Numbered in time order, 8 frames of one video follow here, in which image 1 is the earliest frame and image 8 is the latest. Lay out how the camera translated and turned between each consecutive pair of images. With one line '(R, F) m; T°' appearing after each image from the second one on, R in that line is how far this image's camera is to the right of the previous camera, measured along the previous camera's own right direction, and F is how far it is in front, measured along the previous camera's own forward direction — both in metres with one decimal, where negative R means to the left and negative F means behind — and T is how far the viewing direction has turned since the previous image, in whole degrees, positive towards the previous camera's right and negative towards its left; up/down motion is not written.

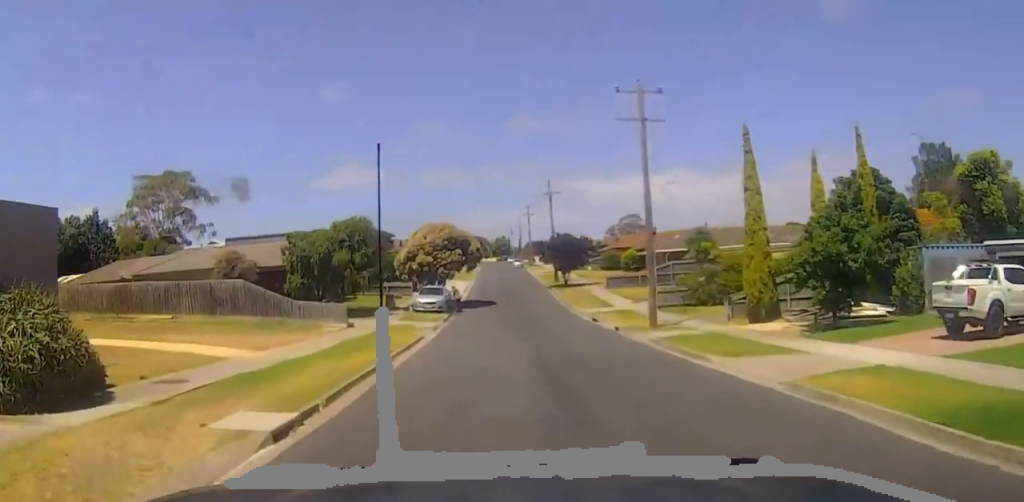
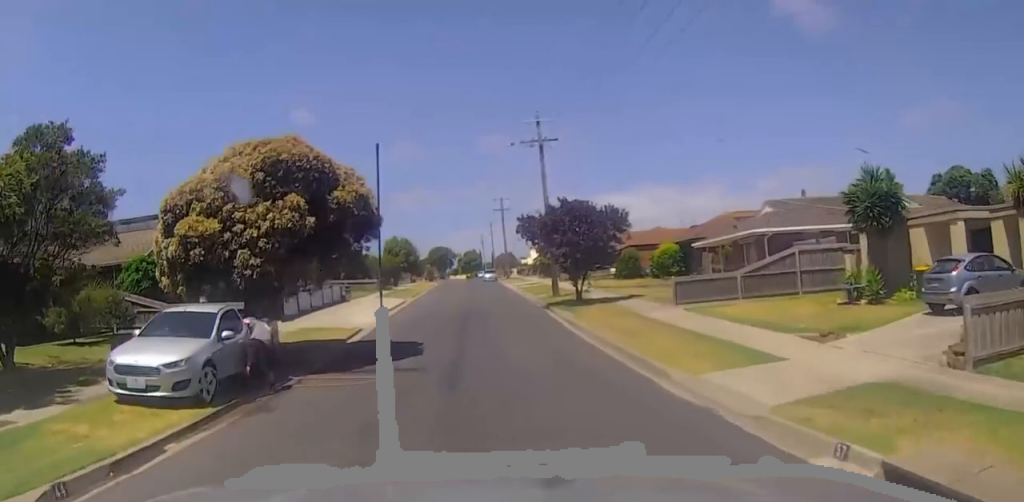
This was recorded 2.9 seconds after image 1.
(+3.5, +28.2) m; +10°
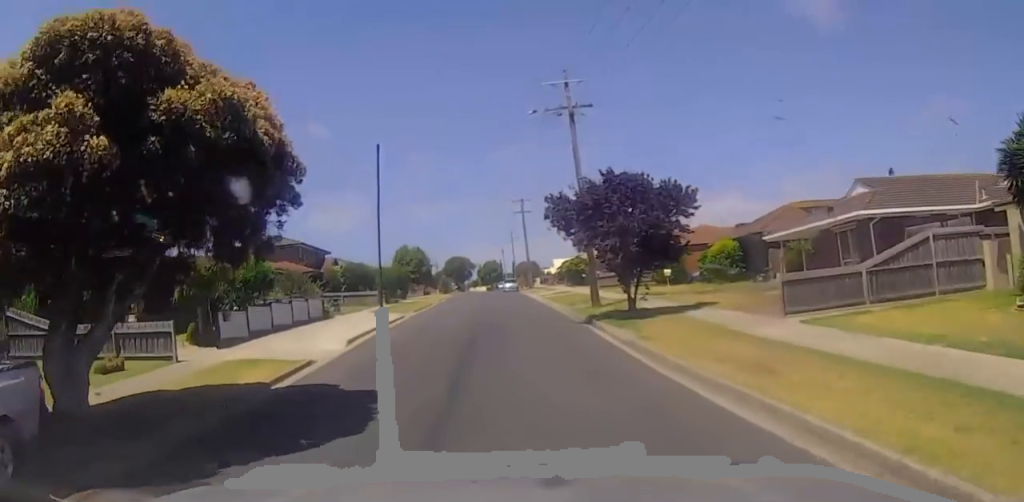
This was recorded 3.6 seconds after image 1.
(0.0, +8.4) m; 0°
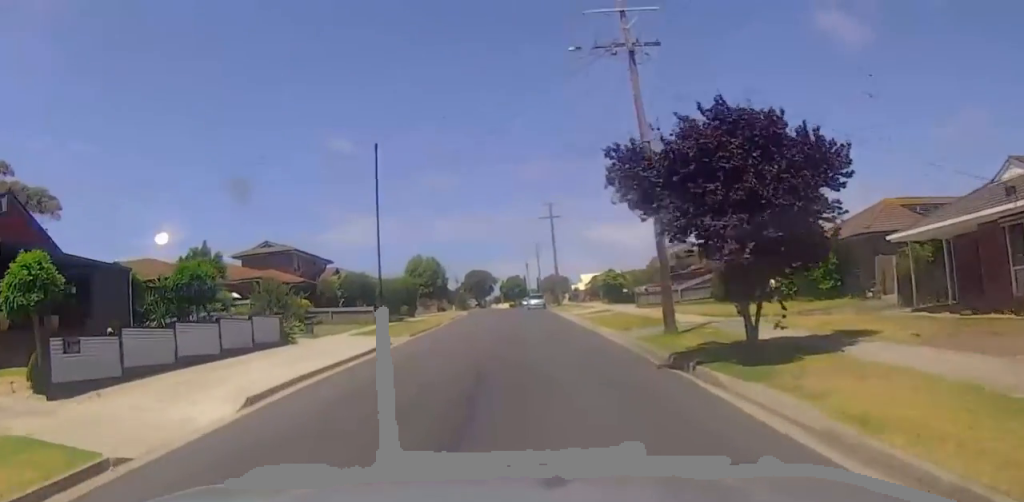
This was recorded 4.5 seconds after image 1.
(0.0, +10.0) m; -6°
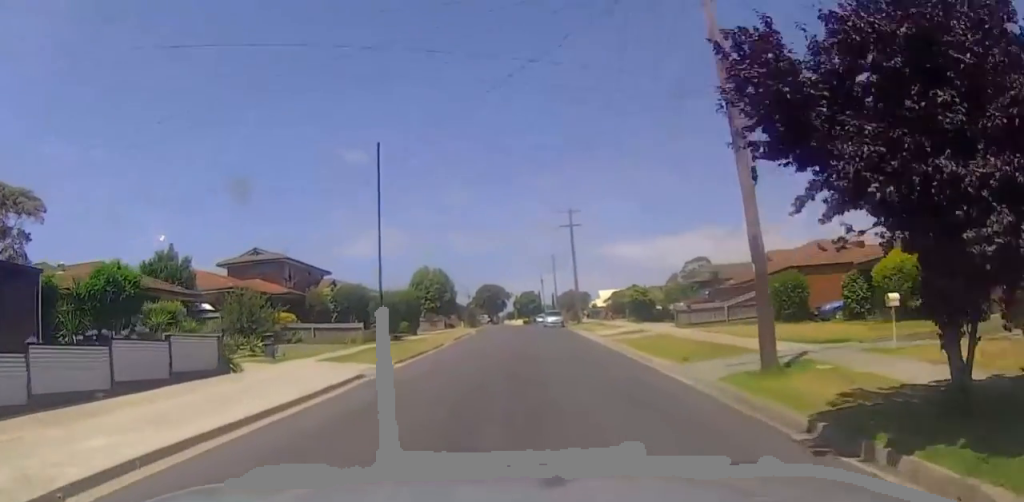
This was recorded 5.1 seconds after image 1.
(-0.6, +6.6) m; -1°
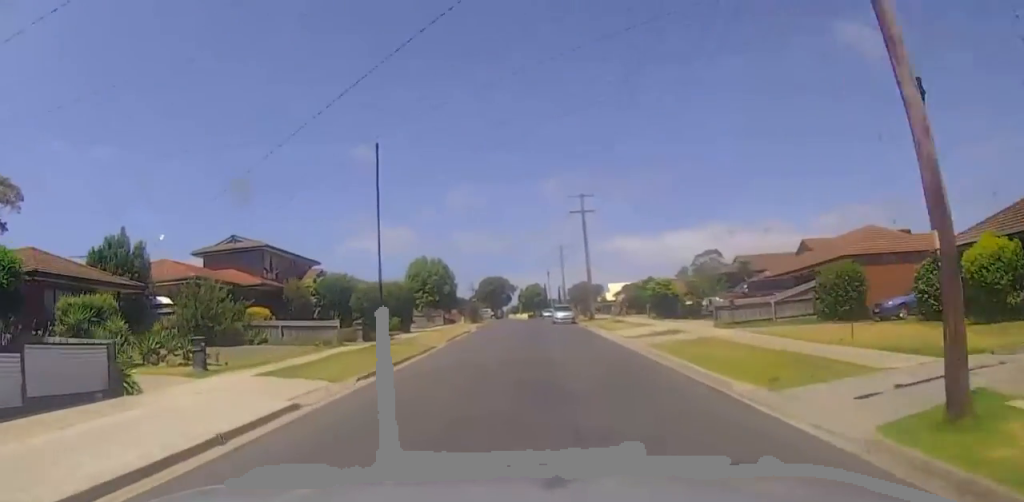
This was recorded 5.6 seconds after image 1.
(-0.6, +5.9) m; -1°
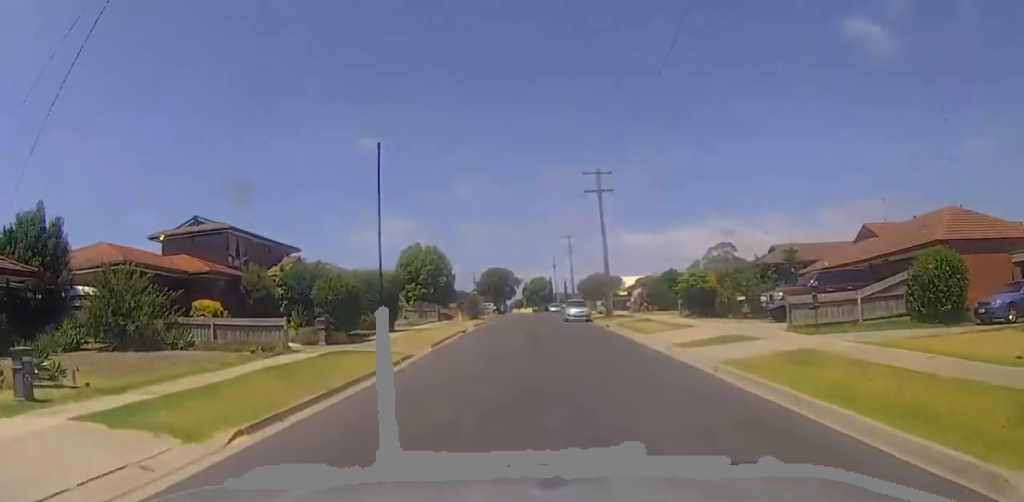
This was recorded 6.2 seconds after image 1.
(+0.6, +7.5) m; +3°
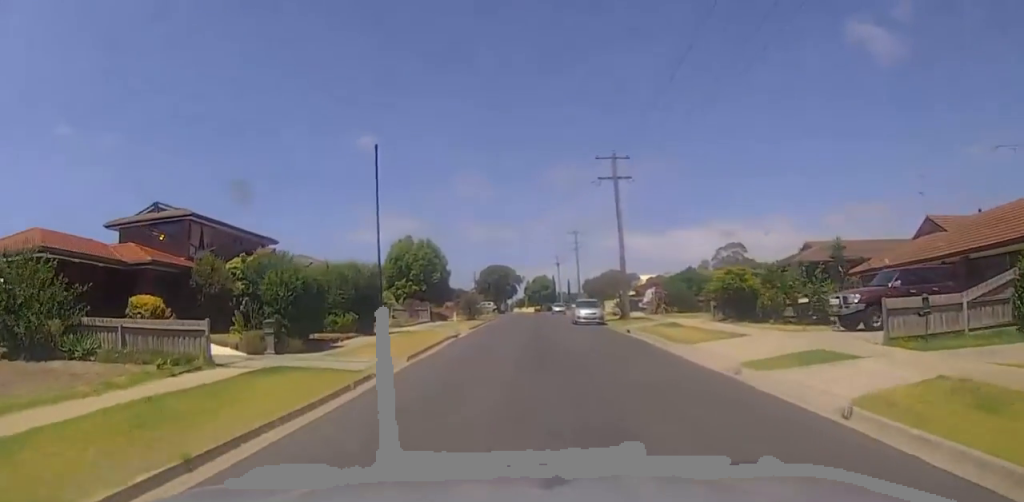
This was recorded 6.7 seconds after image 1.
(+0.2, +6.0) m; +2°
